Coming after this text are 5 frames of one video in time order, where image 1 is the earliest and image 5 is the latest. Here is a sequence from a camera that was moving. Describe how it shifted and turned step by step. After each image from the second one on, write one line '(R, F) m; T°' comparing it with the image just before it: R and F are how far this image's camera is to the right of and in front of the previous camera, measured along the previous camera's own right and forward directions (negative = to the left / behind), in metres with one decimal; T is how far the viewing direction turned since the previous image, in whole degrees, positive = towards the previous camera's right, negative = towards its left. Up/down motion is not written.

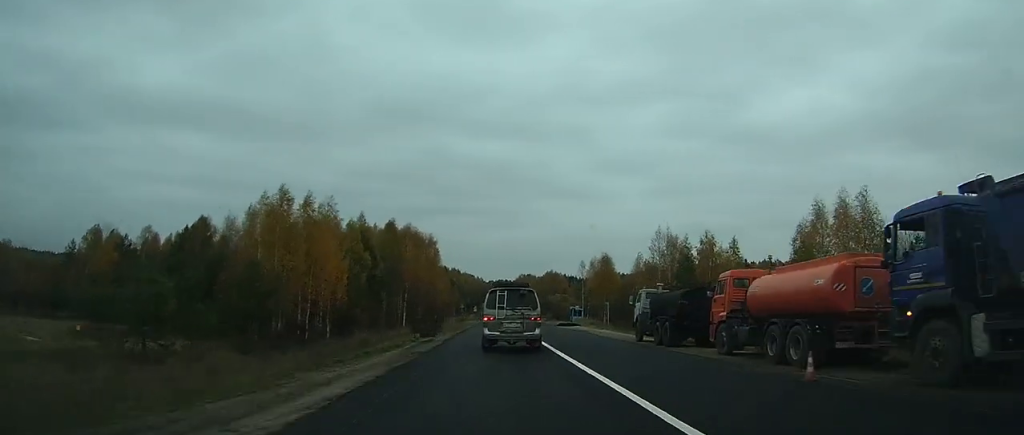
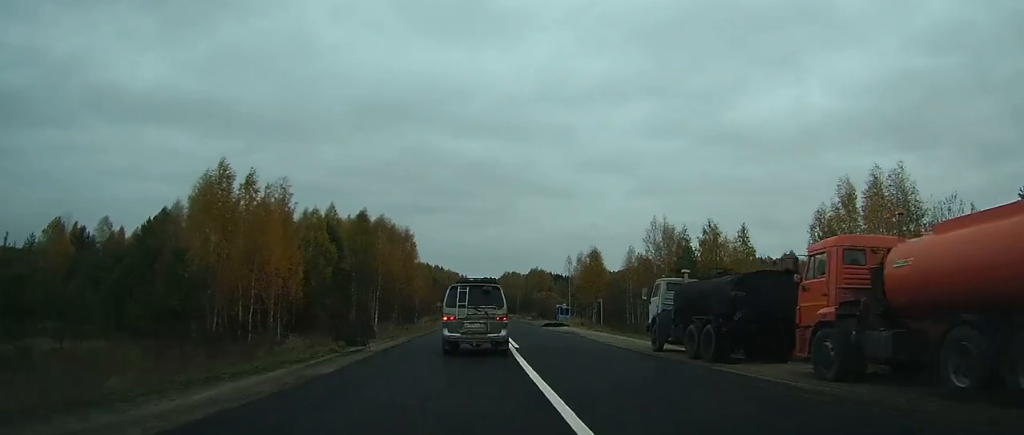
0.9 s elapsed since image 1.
(+0.2, +9.0) m; 0°
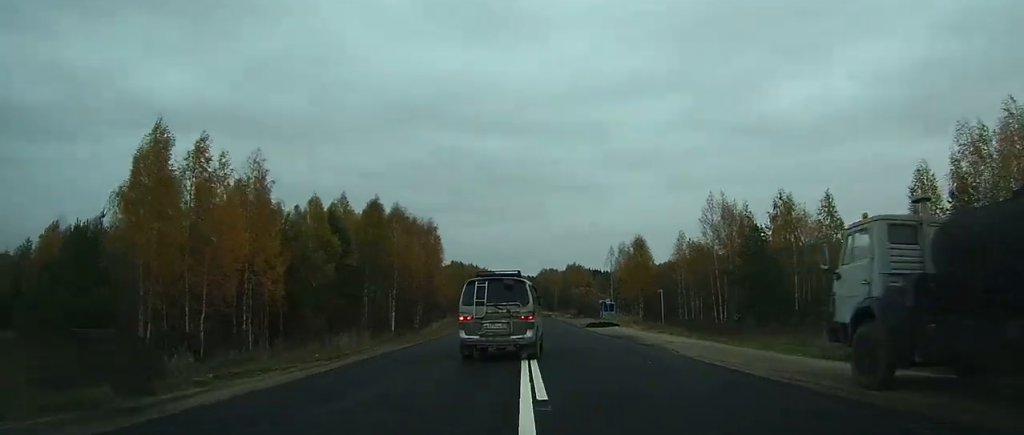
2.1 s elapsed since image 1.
(+0.4, +12.5) m; -1°
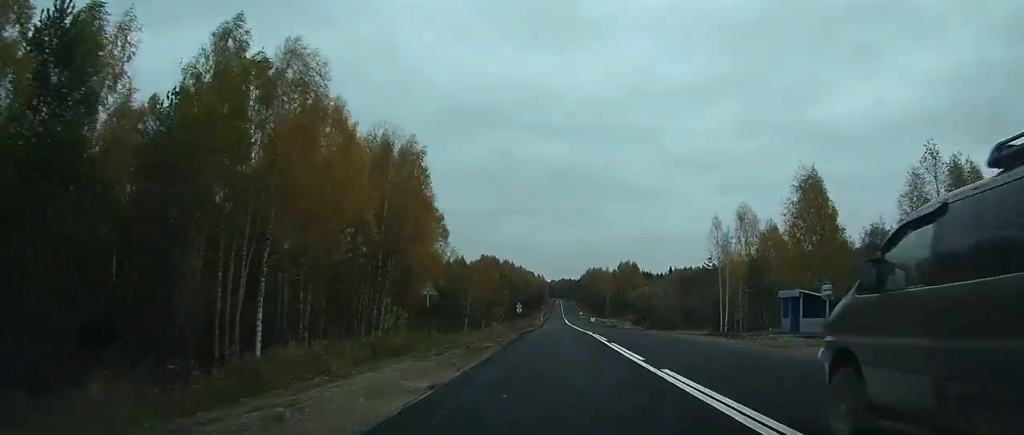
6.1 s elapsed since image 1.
(-2.1, +52.9) m; -1°
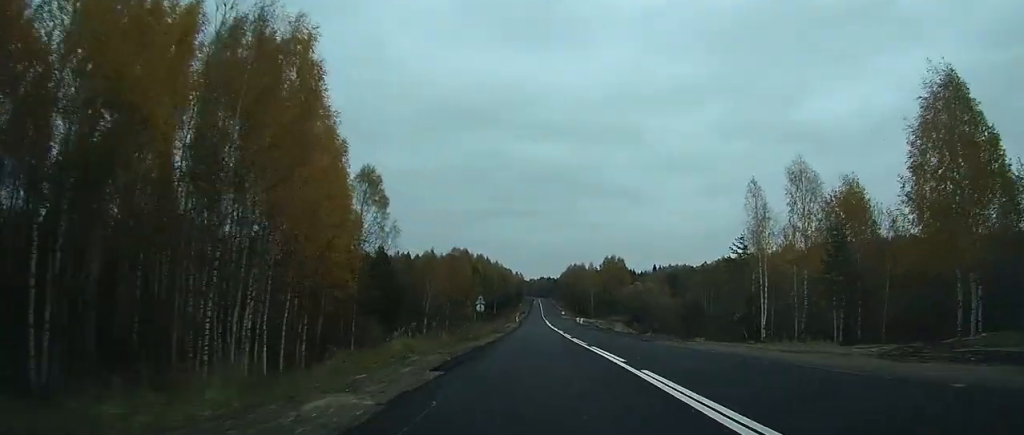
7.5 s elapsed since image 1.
(+0.5, +22.8) m; +1°
